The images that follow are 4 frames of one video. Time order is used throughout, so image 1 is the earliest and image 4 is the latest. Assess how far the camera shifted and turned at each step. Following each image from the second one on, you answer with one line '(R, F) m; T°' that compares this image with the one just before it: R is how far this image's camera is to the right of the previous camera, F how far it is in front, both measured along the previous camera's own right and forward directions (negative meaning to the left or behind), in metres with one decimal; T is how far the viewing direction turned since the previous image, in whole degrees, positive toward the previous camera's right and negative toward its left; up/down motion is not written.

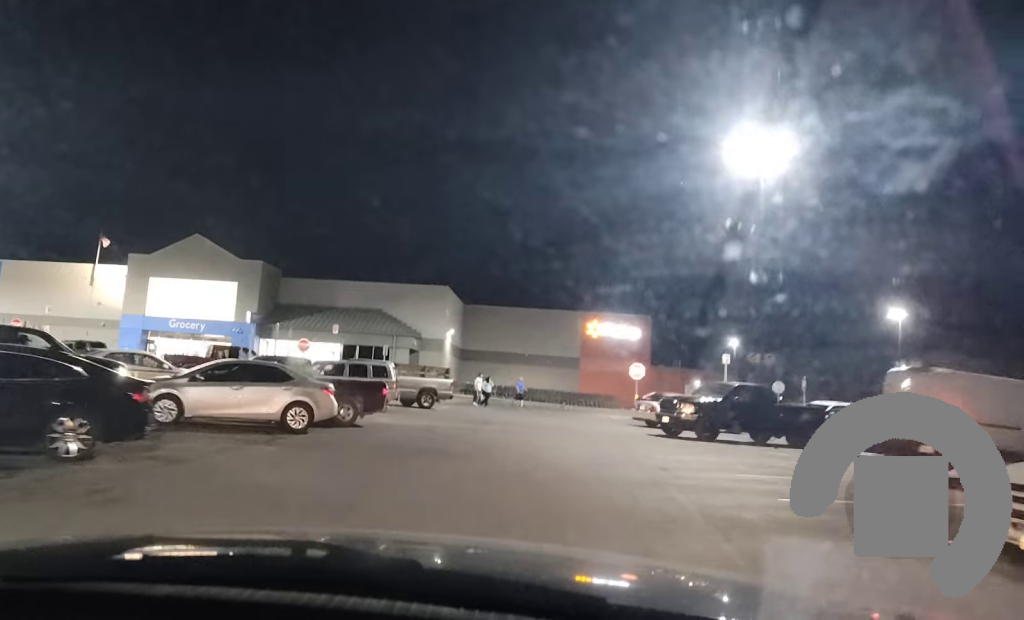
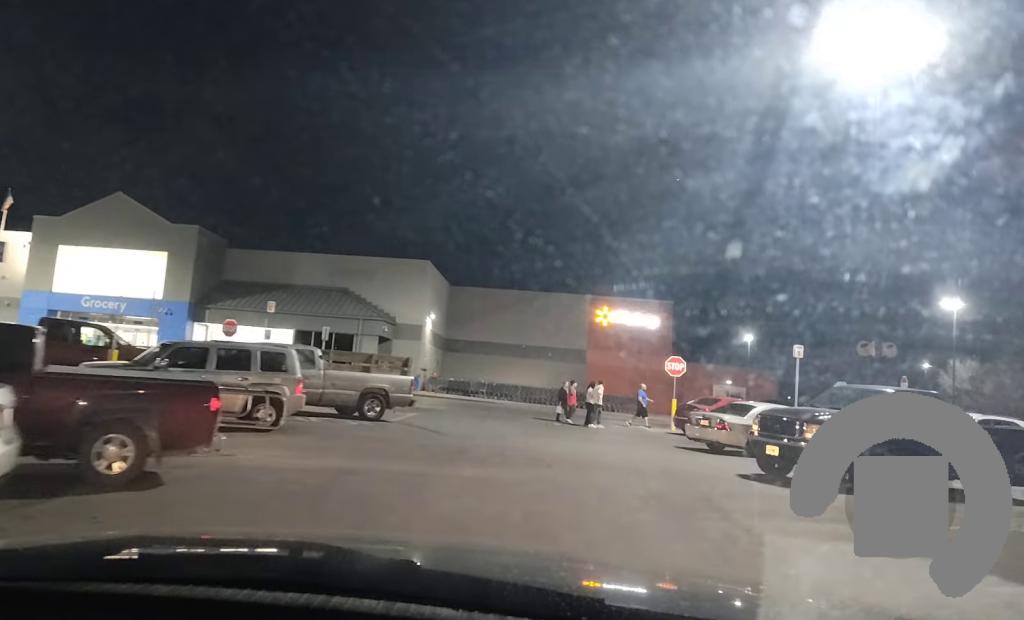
(0.0, +12.9) m; -1°
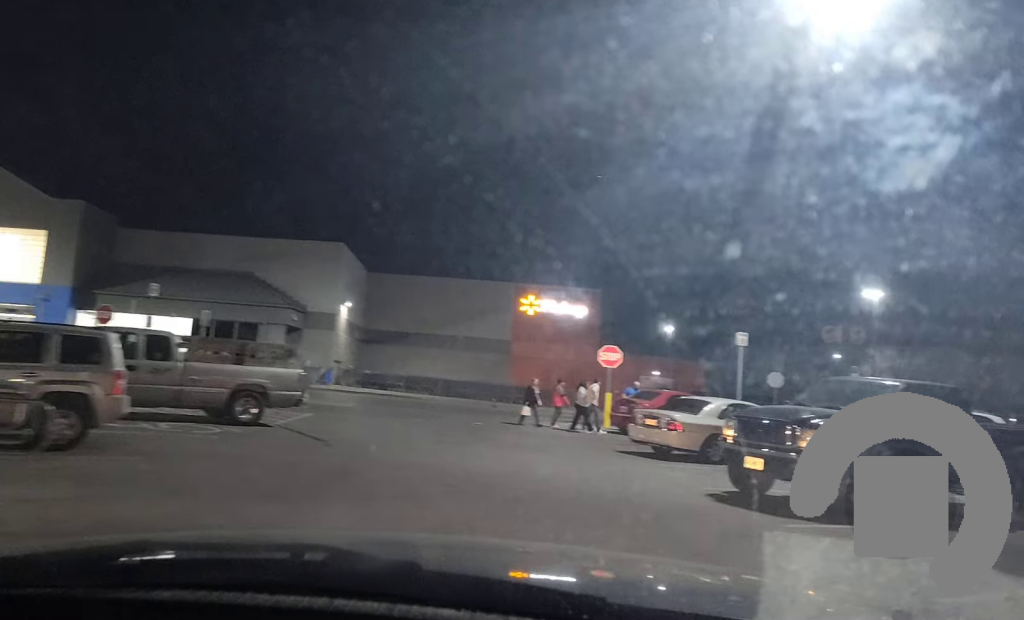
(+0.2, +4.6) m; +13°
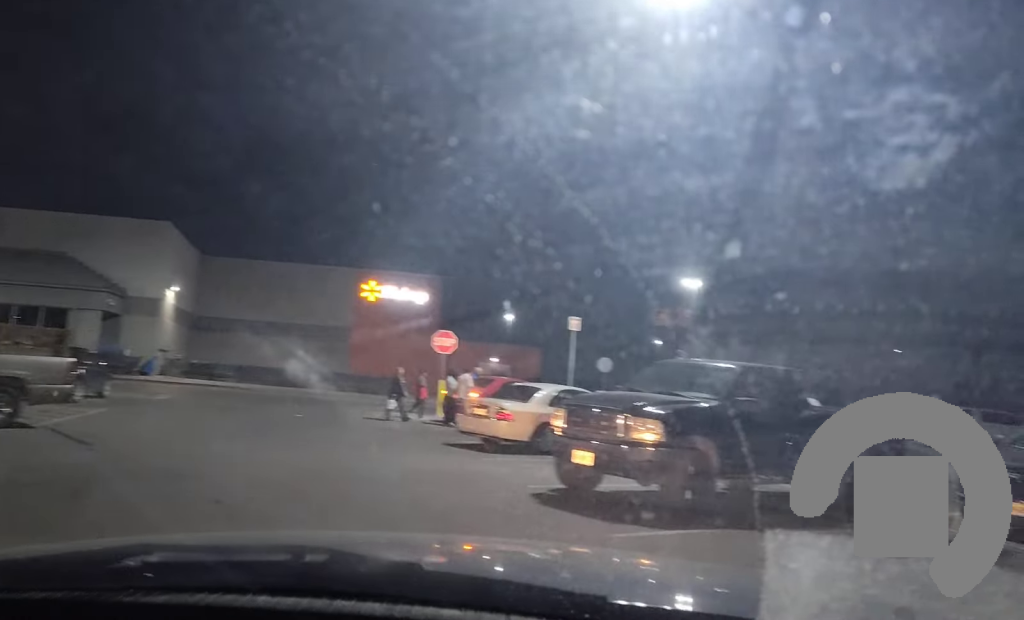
(+0.3, +2.3) m; +14°
